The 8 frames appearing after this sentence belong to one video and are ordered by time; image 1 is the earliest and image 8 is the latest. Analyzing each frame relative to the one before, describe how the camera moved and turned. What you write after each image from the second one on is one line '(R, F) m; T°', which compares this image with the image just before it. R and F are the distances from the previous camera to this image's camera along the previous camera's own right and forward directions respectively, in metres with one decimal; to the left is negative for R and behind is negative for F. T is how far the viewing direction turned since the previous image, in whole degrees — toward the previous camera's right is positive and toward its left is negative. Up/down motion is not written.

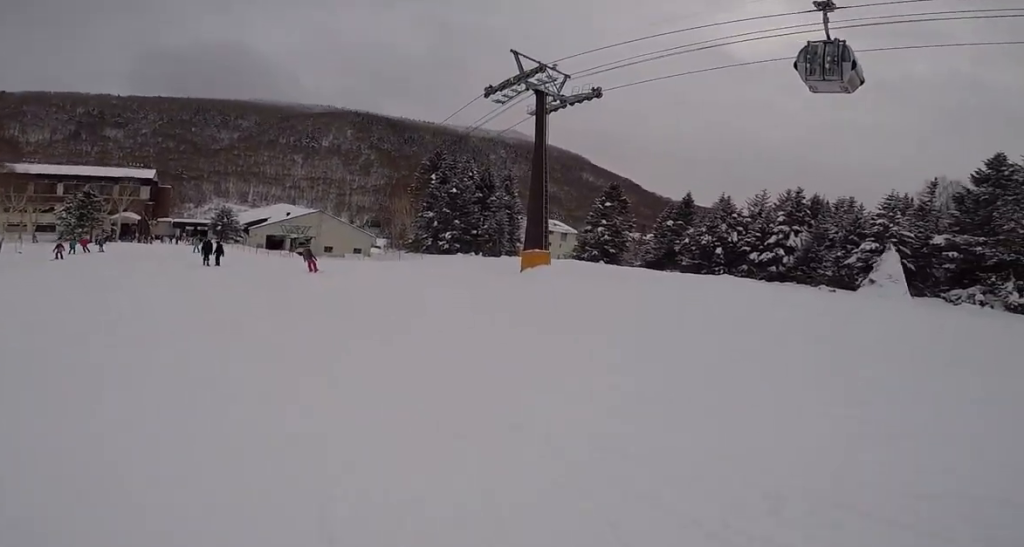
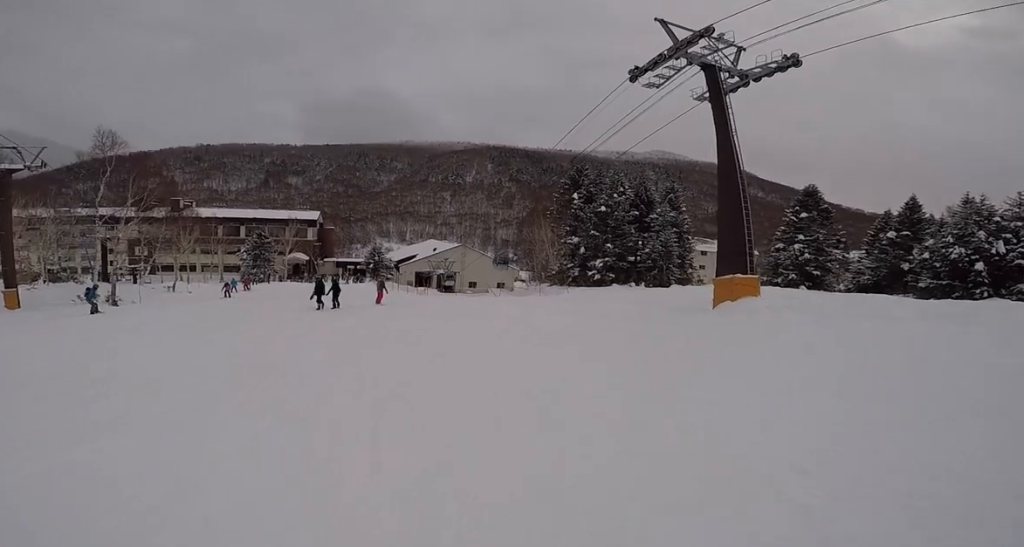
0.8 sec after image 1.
(-0.7, +5.3) m; -14°
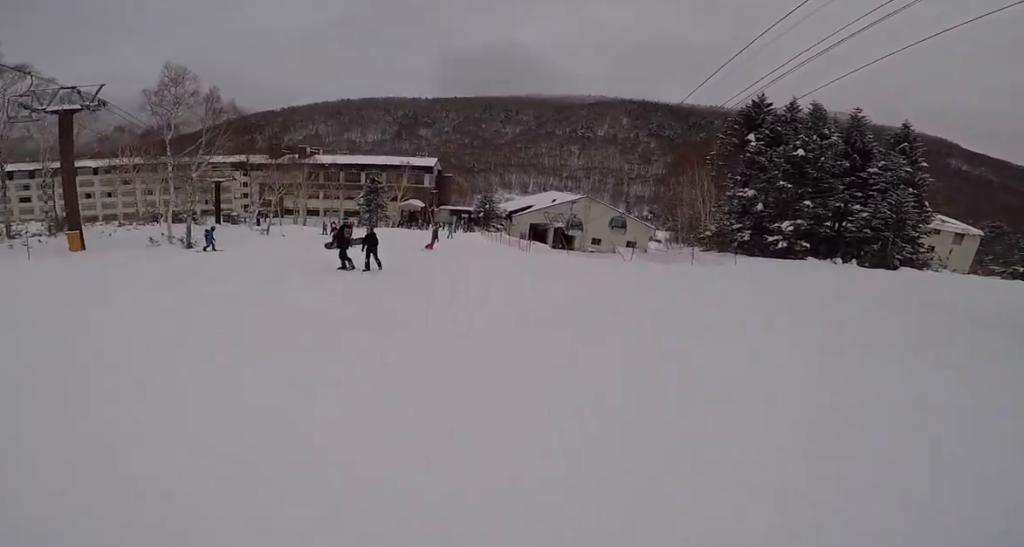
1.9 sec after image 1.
(-1.1, +7.0) m; -11°
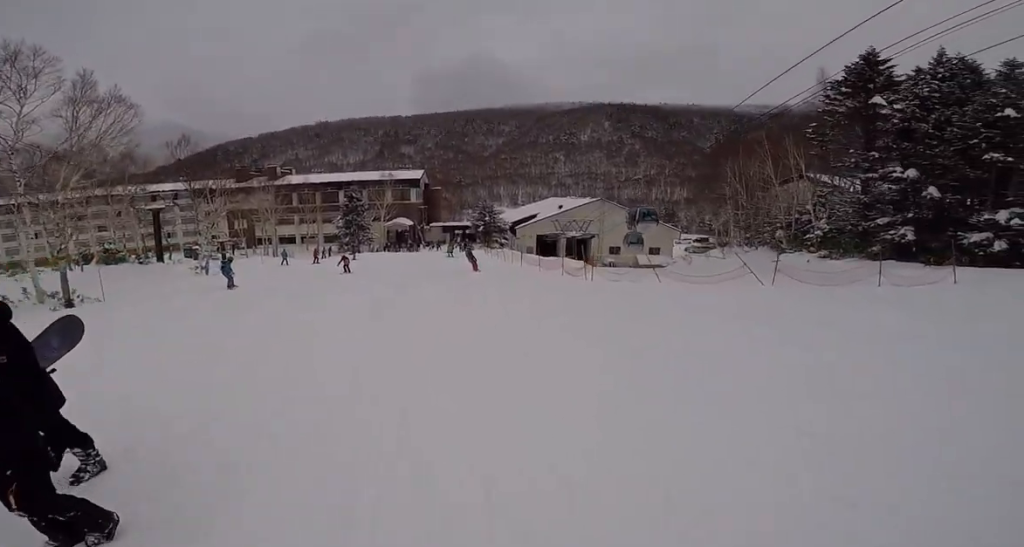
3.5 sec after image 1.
(+0.3, +9.1) m; +8°
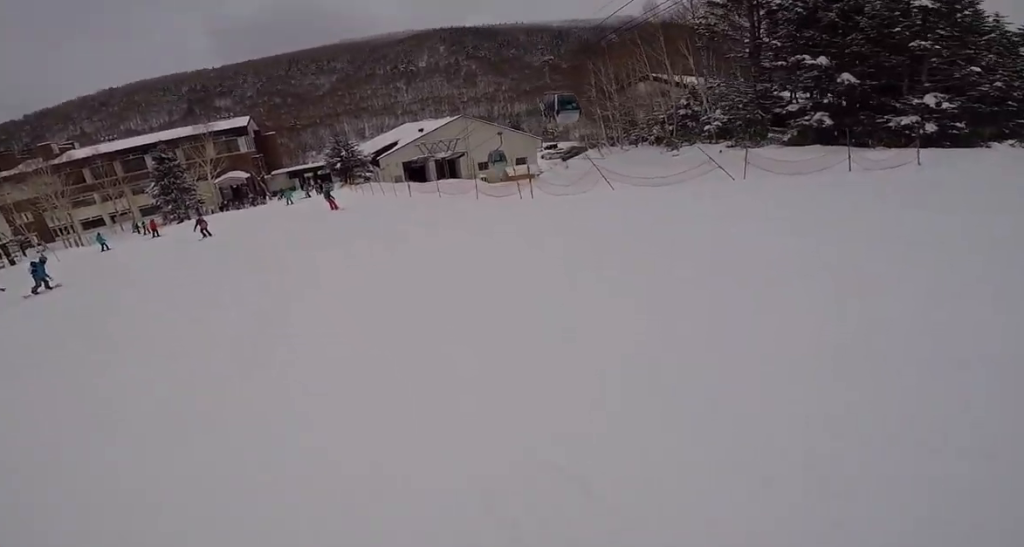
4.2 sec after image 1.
(0.0, +4.3) m; +1°
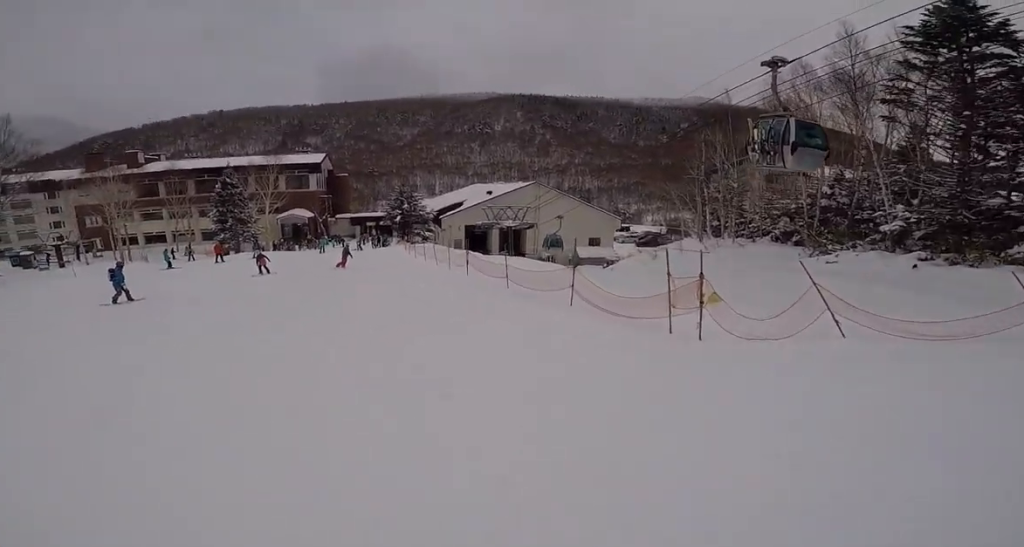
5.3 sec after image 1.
(0.0, +5.3) m; -3°
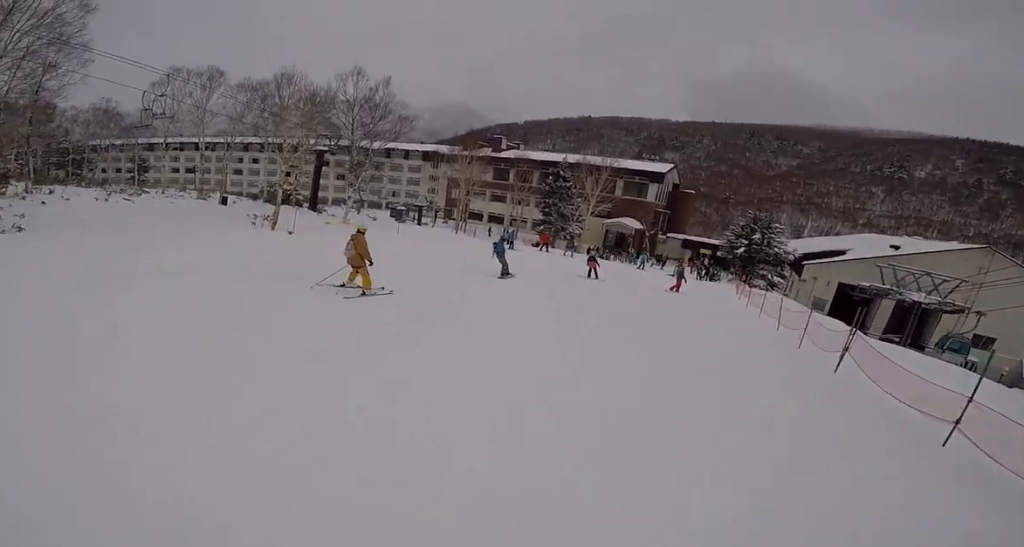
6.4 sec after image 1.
(-0.3, +5.1) m; -25°
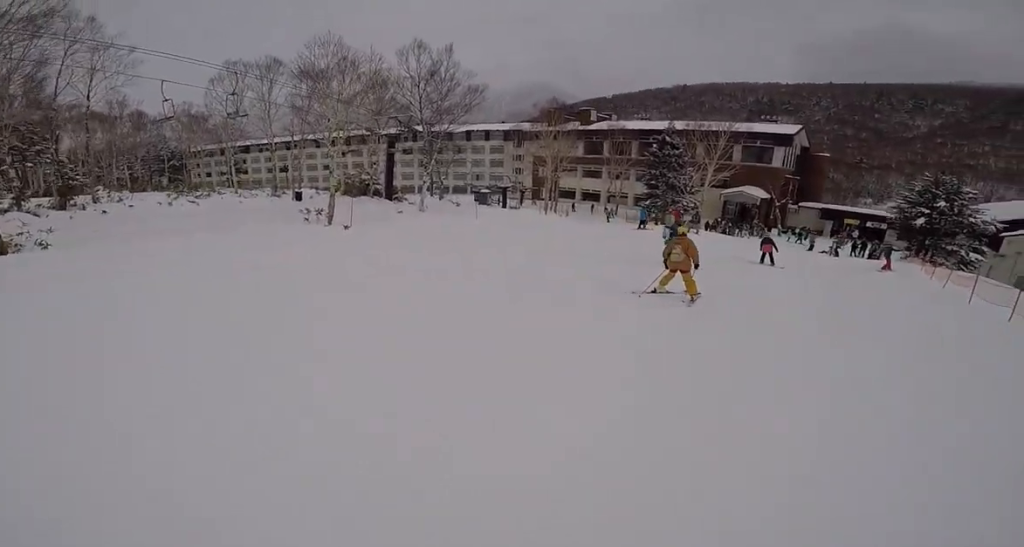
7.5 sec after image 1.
(-1.5, +4.1) m; +3°
